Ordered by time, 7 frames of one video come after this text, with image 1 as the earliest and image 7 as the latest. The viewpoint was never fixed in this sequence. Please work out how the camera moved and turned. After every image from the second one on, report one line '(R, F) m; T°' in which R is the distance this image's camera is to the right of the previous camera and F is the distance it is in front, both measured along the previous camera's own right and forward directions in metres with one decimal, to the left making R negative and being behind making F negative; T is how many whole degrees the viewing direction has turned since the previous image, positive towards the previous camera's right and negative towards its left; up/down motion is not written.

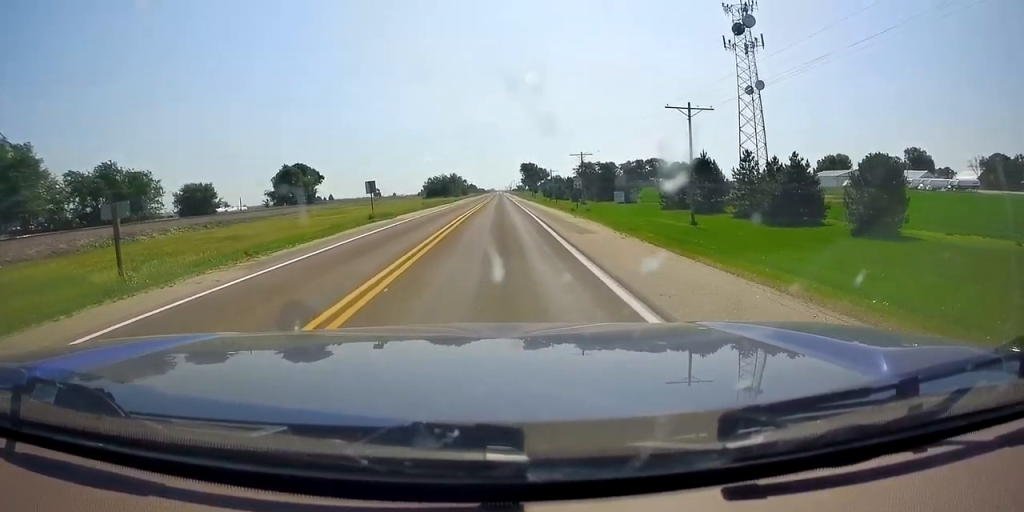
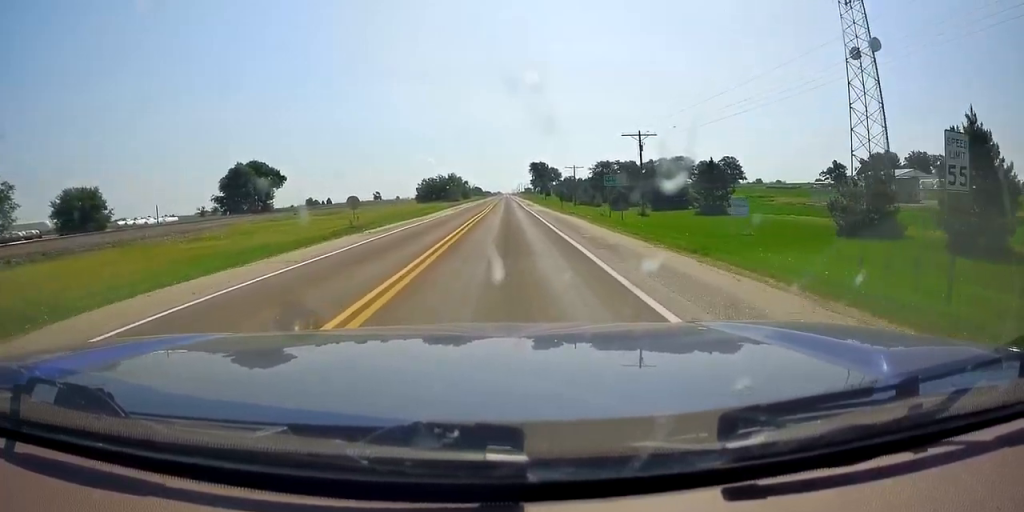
(-0.3, +35.9) m; -1°
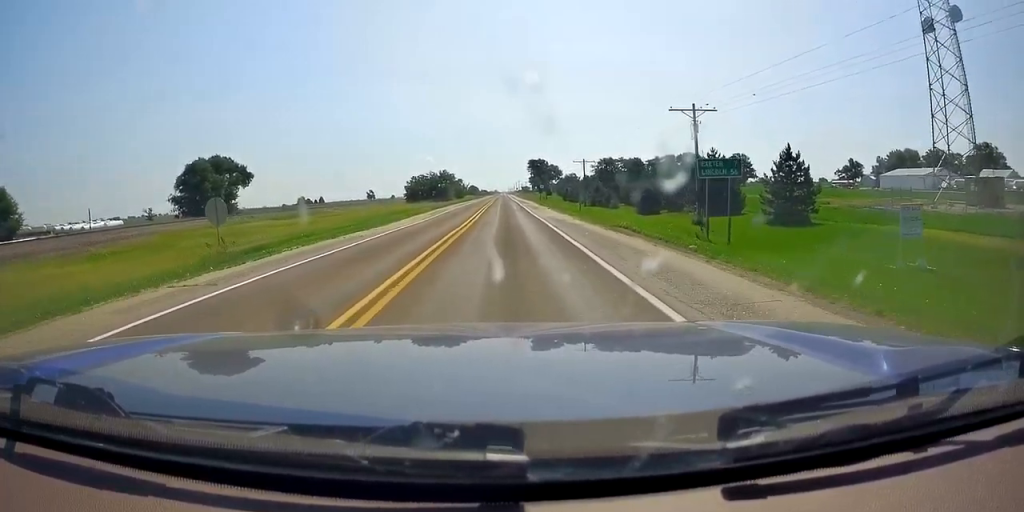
(0.0, +17.5) m; 0°
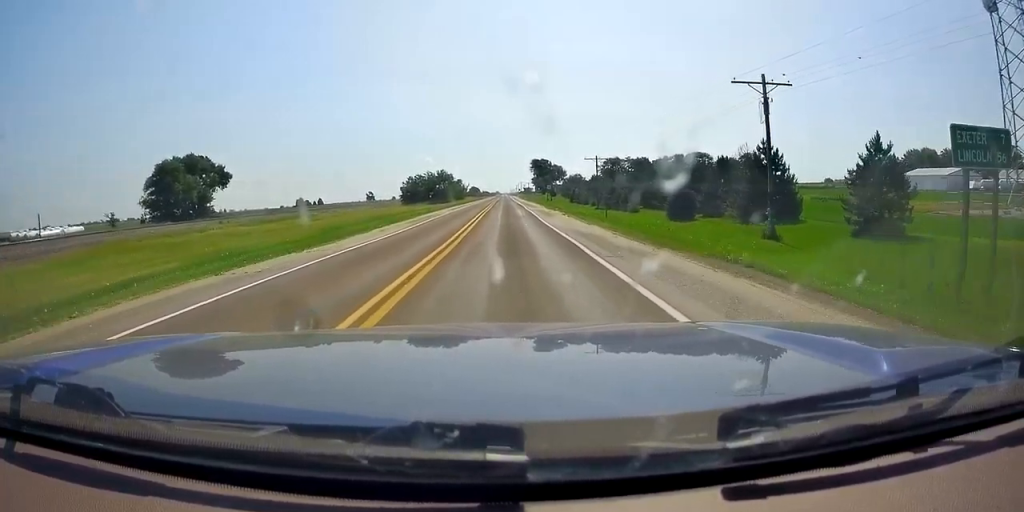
(0.0, +11.4) m; 0°
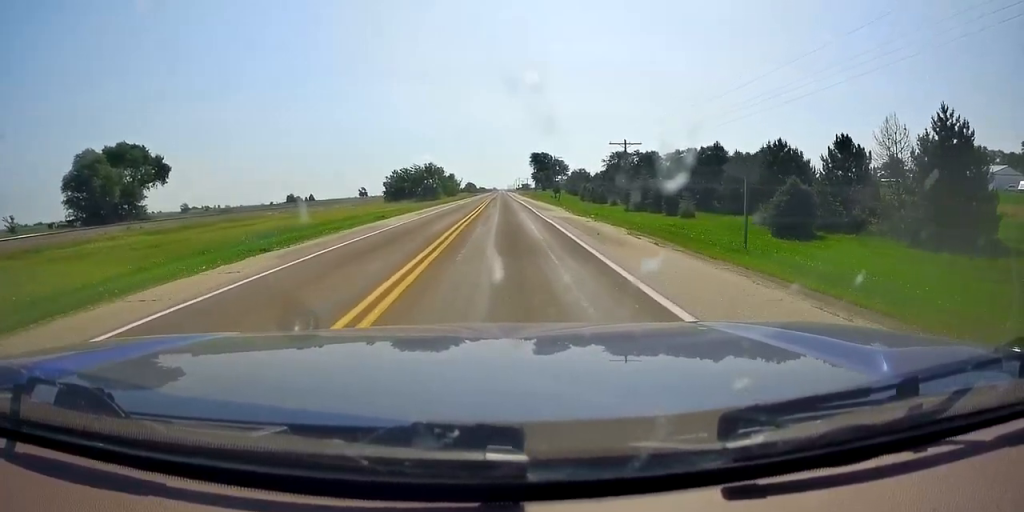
(0.0, +21.8) m; 0°
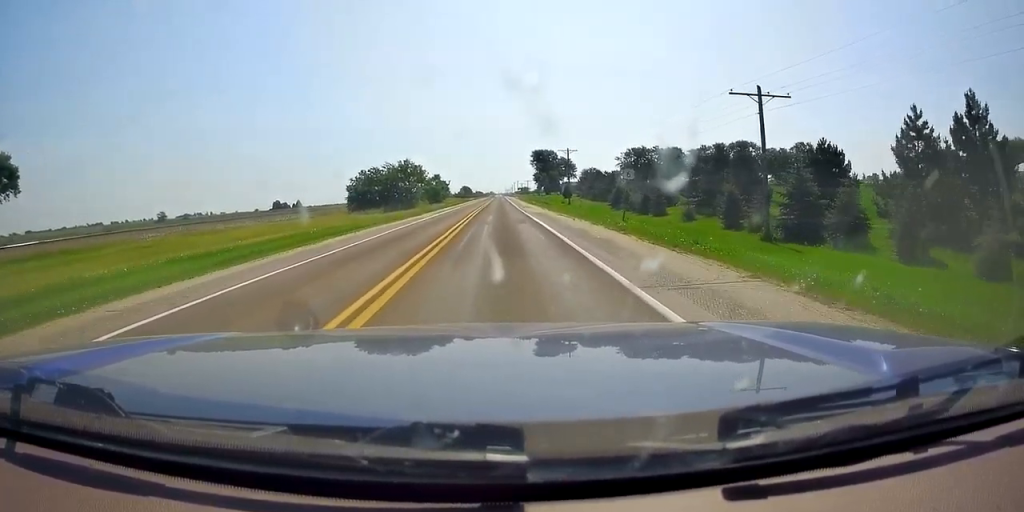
(0.0, +34.8) m; +1°
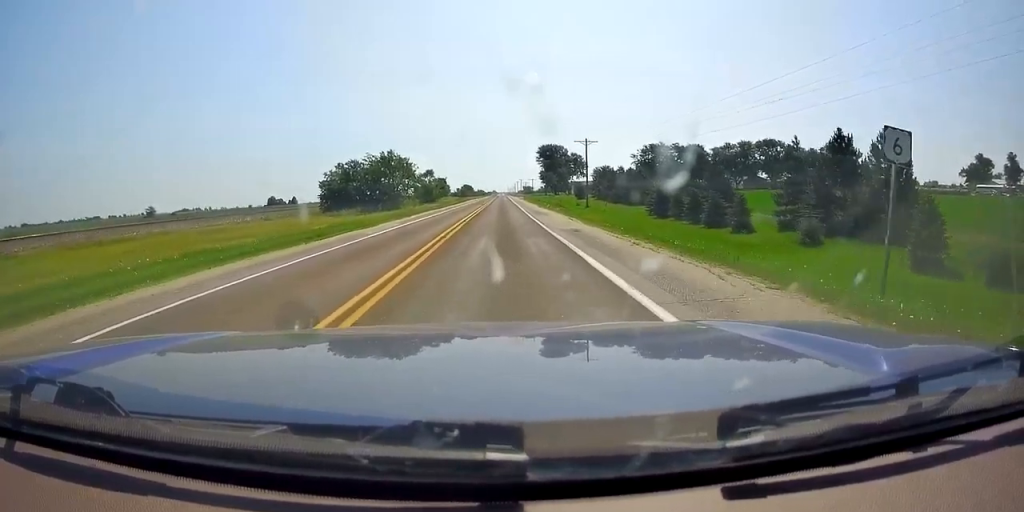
(+0.3, +20.1) m; 0°
